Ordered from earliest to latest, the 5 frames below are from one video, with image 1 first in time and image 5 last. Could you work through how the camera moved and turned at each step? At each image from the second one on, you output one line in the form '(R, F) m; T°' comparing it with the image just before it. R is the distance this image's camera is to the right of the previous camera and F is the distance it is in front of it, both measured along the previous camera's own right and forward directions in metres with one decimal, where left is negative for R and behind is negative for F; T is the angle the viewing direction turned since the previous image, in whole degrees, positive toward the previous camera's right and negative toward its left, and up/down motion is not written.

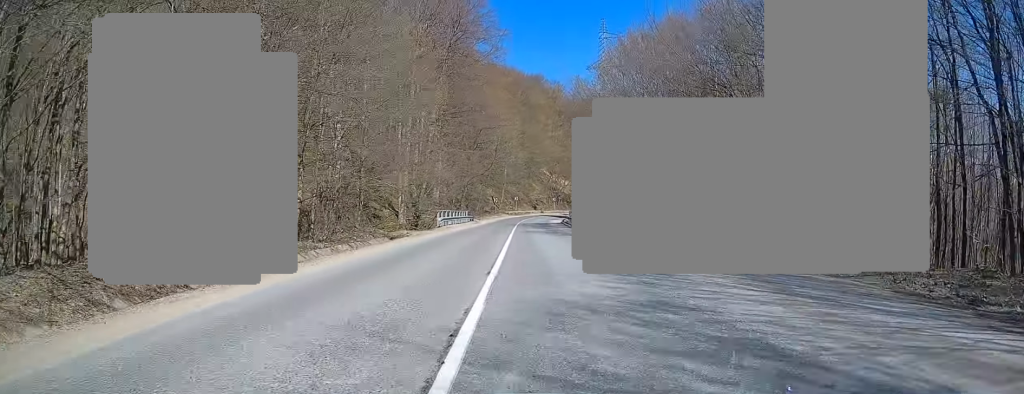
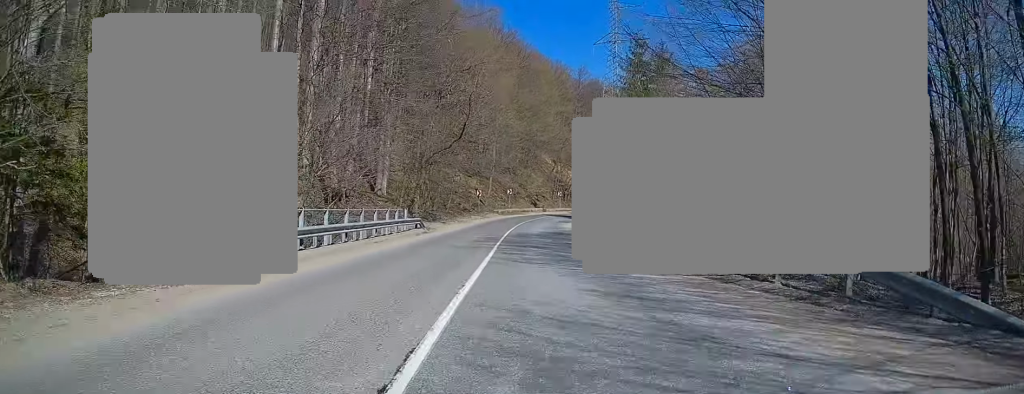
(-0.2, +28.9) m; 0°
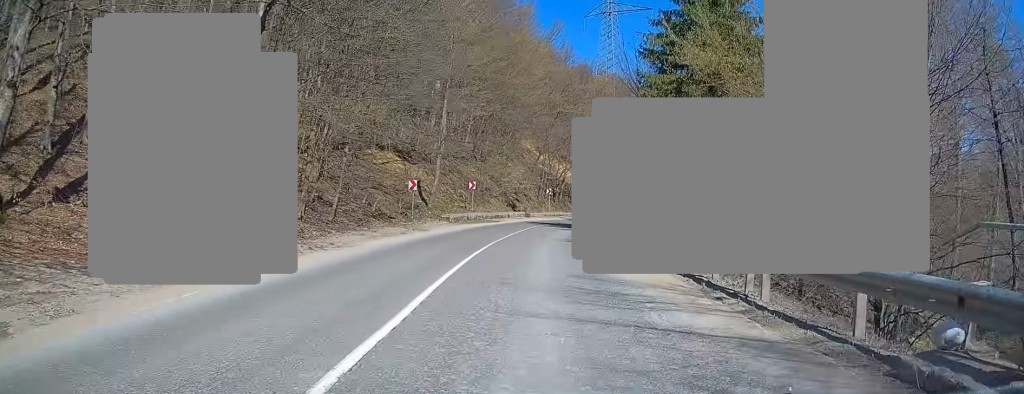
(+0.5, +29.0) m; +3°
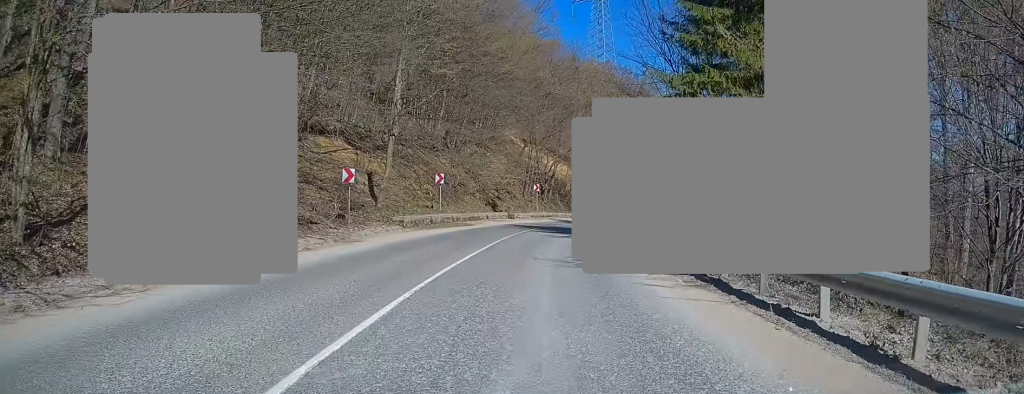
(+0.1, +10.4) m; +2°
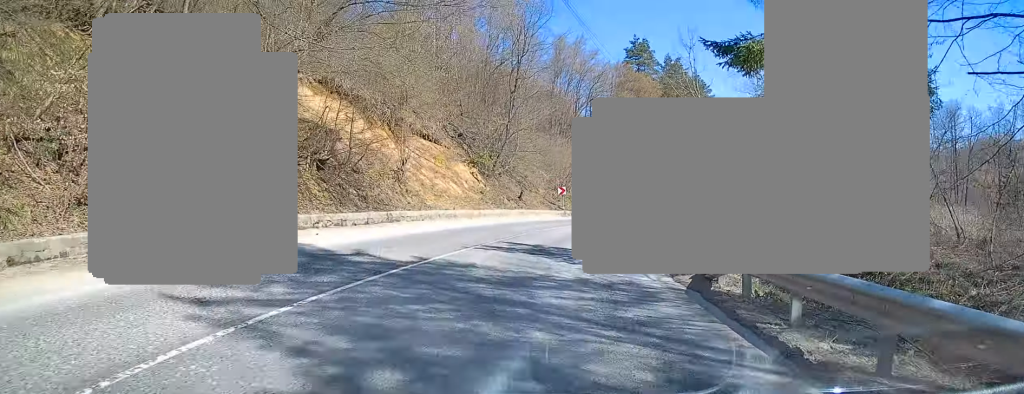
(+4.5, +40.5) m; +16°
